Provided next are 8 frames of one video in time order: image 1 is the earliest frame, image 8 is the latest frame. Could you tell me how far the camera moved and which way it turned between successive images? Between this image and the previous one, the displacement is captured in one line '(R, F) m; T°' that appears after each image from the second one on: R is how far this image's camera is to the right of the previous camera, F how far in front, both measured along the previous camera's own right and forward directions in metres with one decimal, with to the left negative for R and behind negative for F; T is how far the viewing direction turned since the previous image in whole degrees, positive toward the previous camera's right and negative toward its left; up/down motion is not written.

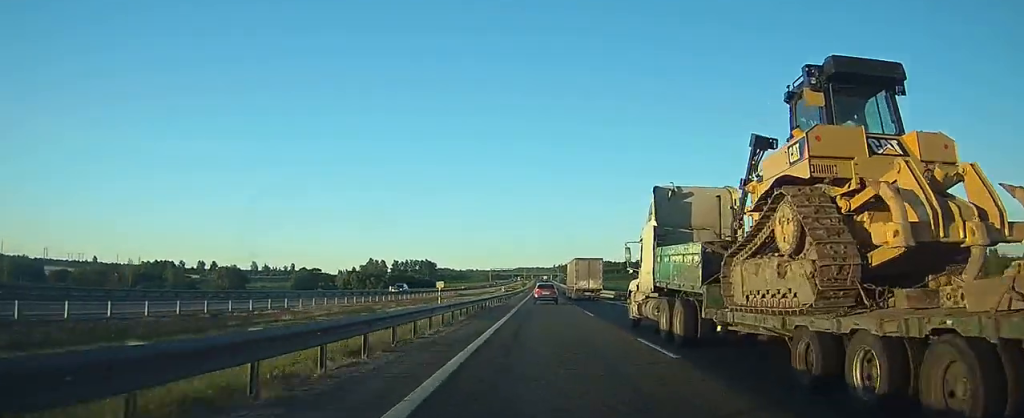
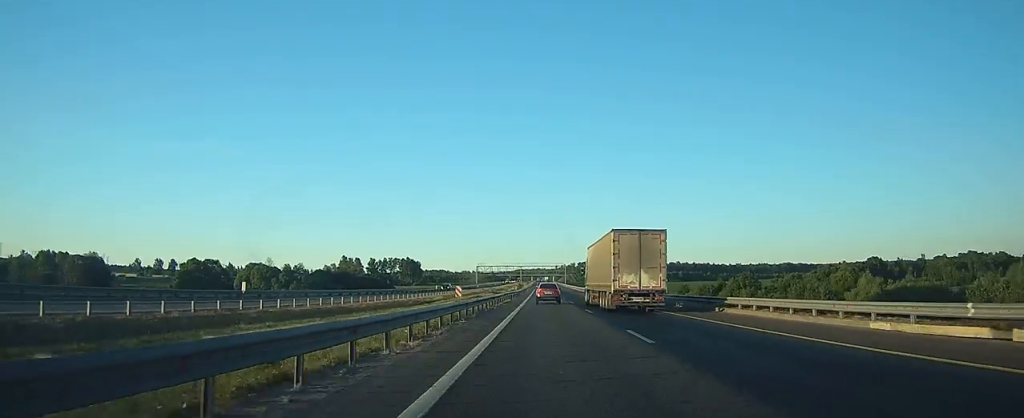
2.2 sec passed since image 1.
(-0.2, +76.5) m; 0°
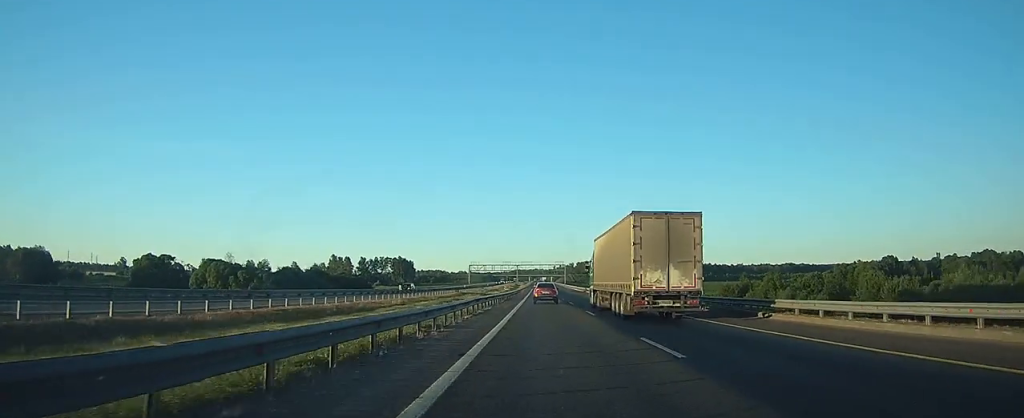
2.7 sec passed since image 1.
(+0.1, +18.7) m; 0°
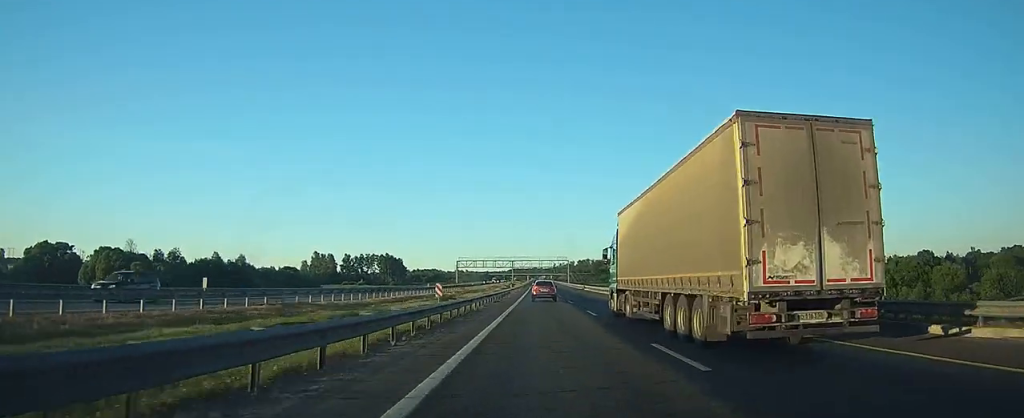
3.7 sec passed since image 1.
(+0.1, +34.0) m; 0°
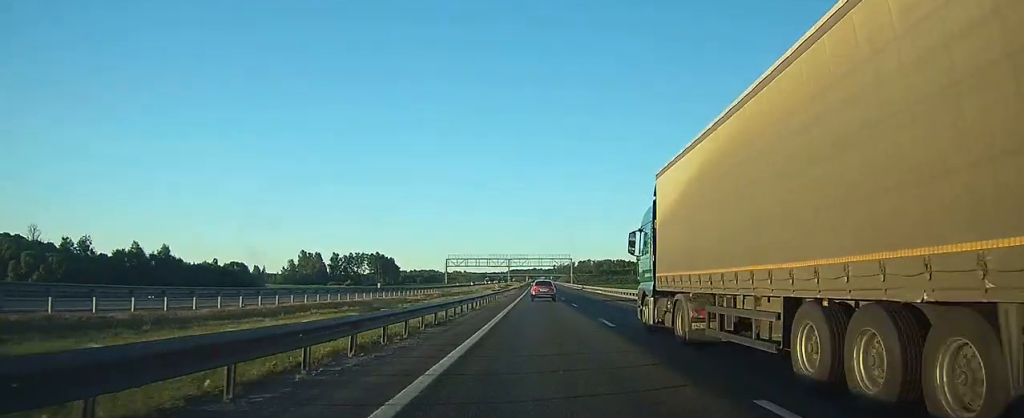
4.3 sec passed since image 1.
(0.0, +22.3) m; 0°
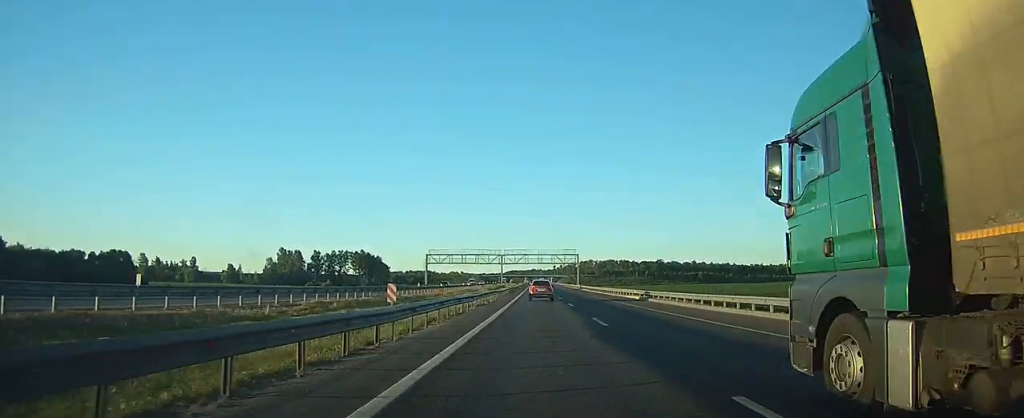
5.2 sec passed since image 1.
(0.0, +31.6) m; 0°
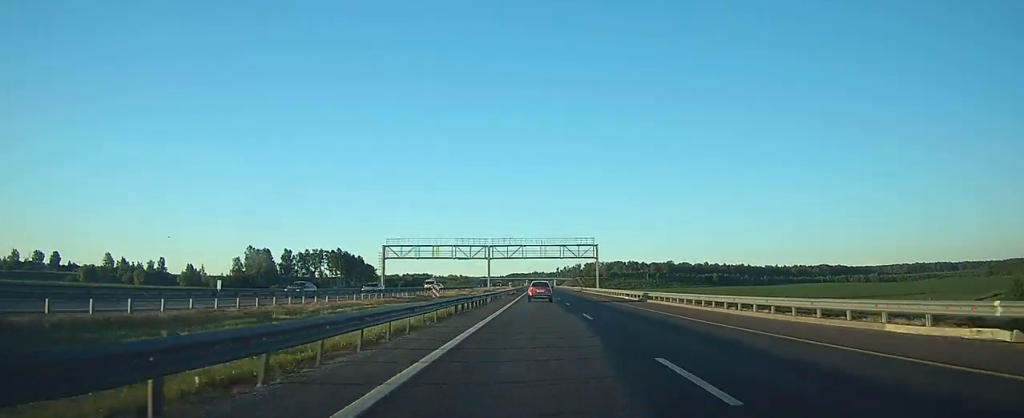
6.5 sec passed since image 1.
(-0.1, +44.3) m; 0°
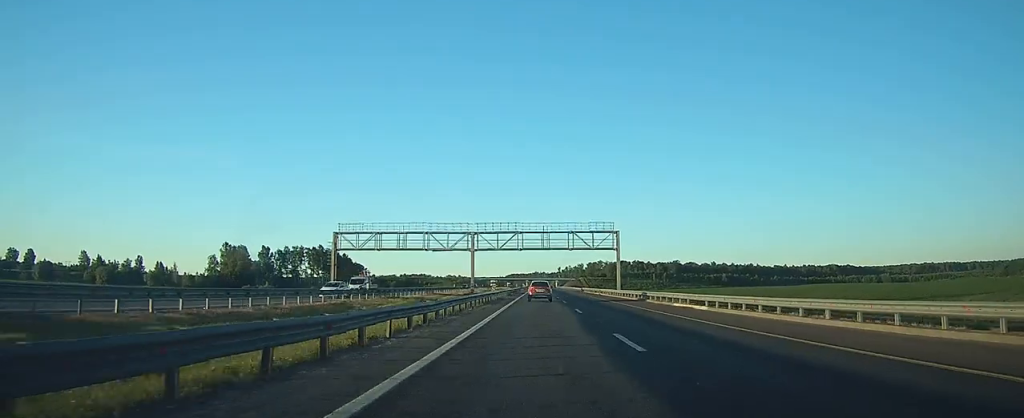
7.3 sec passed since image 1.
(0.0, +26.7) m; 0°
